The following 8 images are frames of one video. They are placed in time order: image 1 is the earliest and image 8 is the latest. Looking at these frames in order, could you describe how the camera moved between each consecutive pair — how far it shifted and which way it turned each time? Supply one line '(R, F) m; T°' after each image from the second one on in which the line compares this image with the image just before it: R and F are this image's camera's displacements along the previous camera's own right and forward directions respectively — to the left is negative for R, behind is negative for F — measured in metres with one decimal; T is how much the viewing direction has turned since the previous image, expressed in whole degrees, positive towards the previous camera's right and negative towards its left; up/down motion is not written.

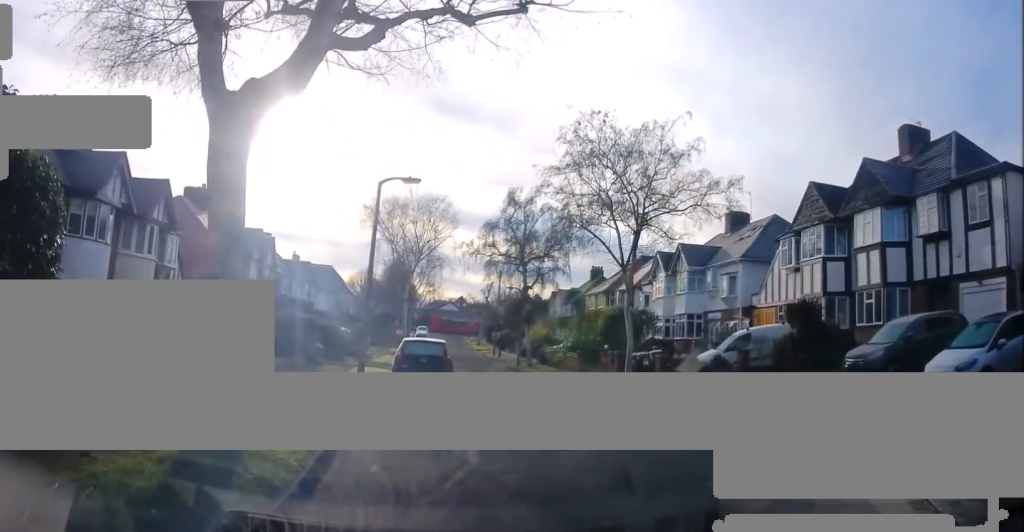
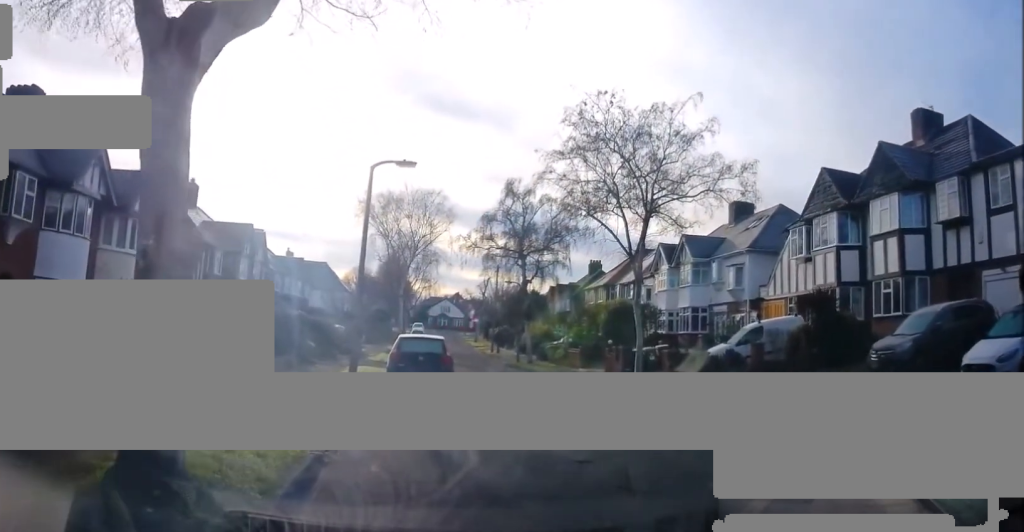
(-0.2, +0.9) m; 0°
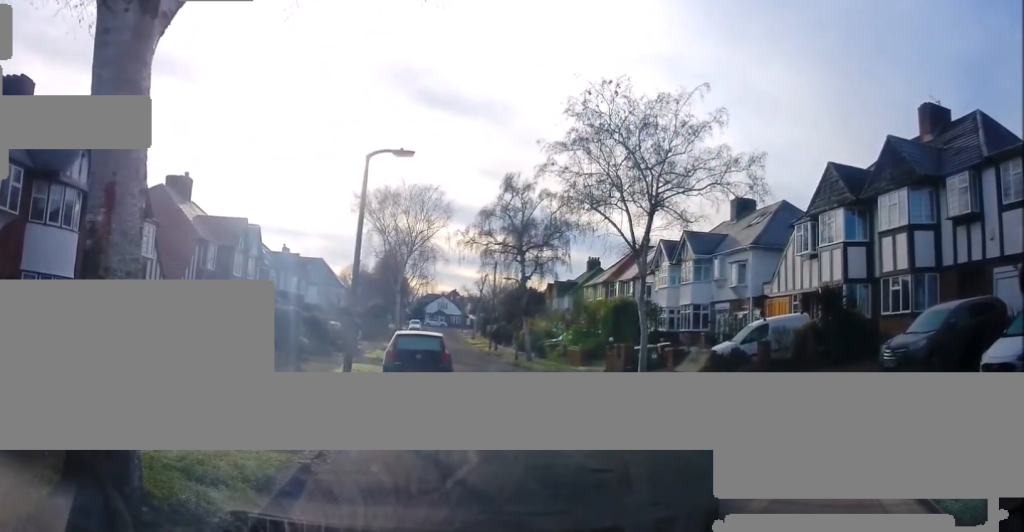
(-0.1, +0.4) m; 0°
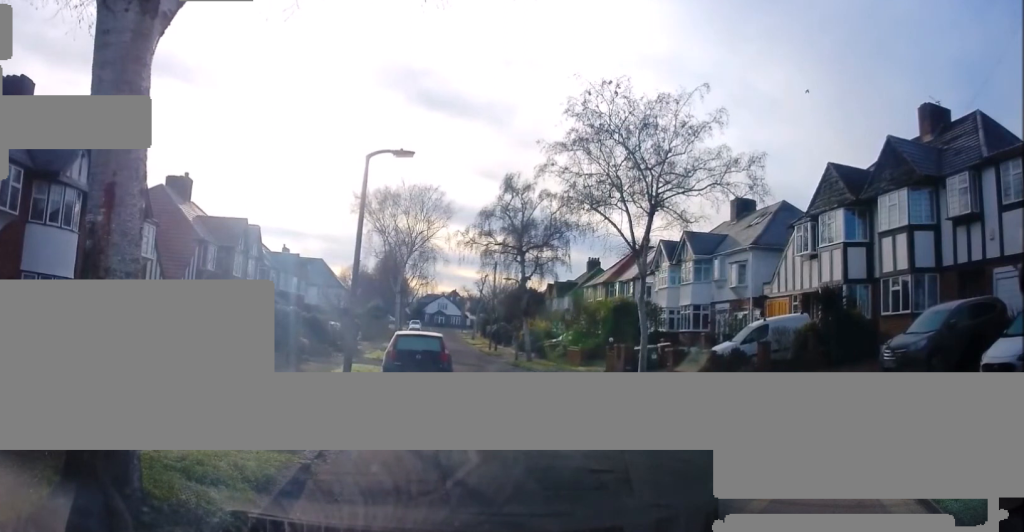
(0.0, 0.0) m; 0°
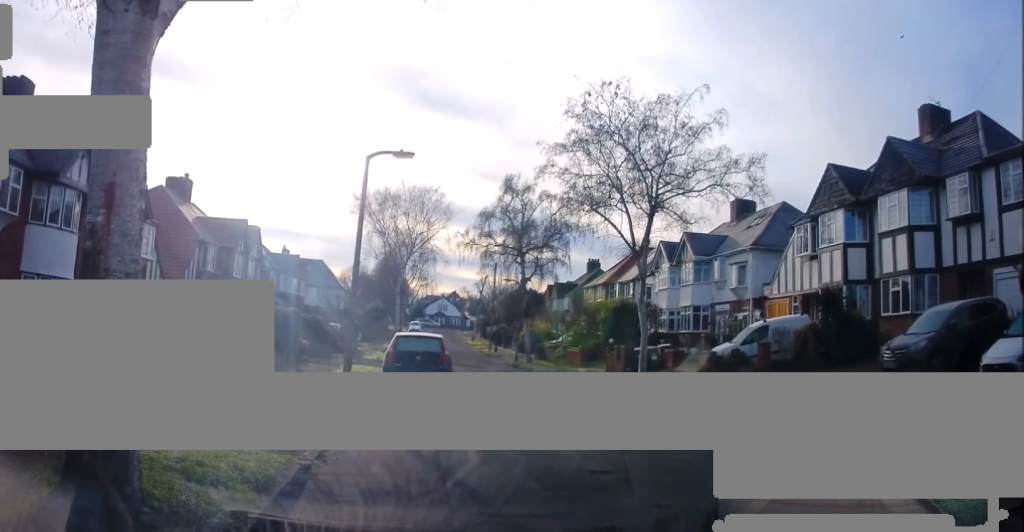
(0.0, 0.0) m; 0°
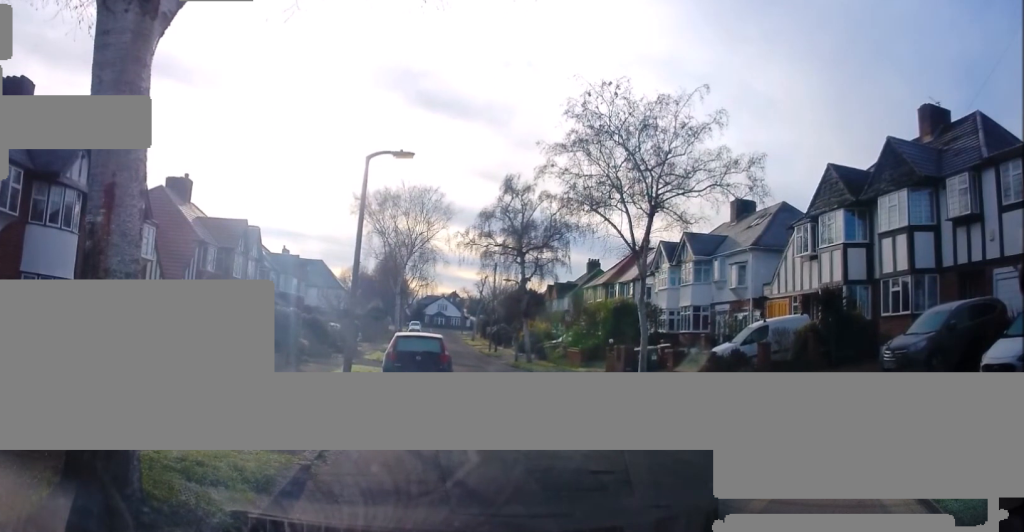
(0.0, 0.0) m; 0°
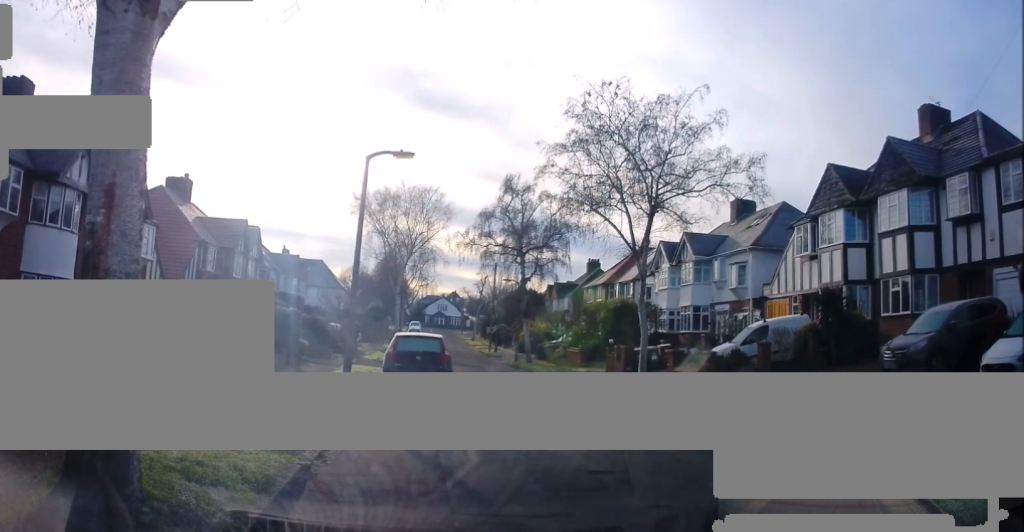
(0.0, 0.0) m; 0°
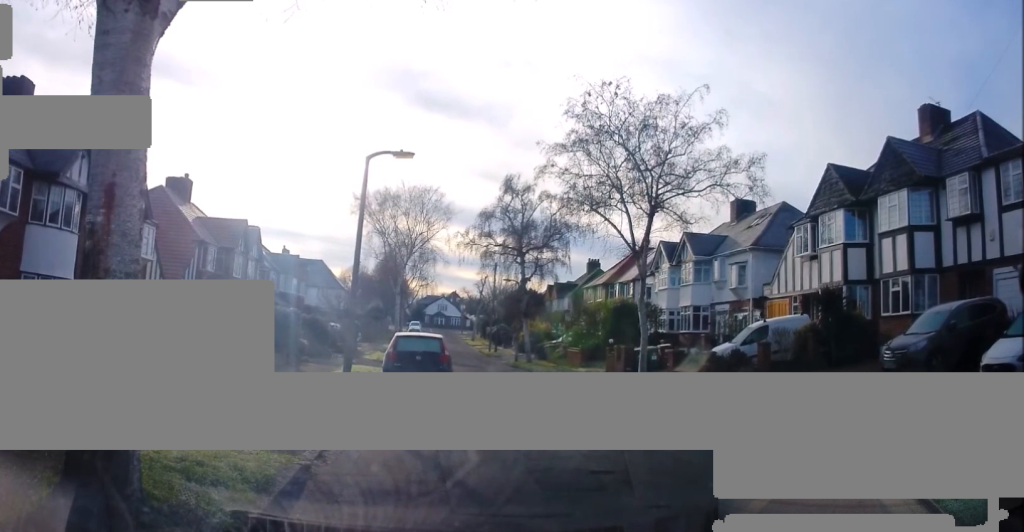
(0.0, 0.0) m; 0°
